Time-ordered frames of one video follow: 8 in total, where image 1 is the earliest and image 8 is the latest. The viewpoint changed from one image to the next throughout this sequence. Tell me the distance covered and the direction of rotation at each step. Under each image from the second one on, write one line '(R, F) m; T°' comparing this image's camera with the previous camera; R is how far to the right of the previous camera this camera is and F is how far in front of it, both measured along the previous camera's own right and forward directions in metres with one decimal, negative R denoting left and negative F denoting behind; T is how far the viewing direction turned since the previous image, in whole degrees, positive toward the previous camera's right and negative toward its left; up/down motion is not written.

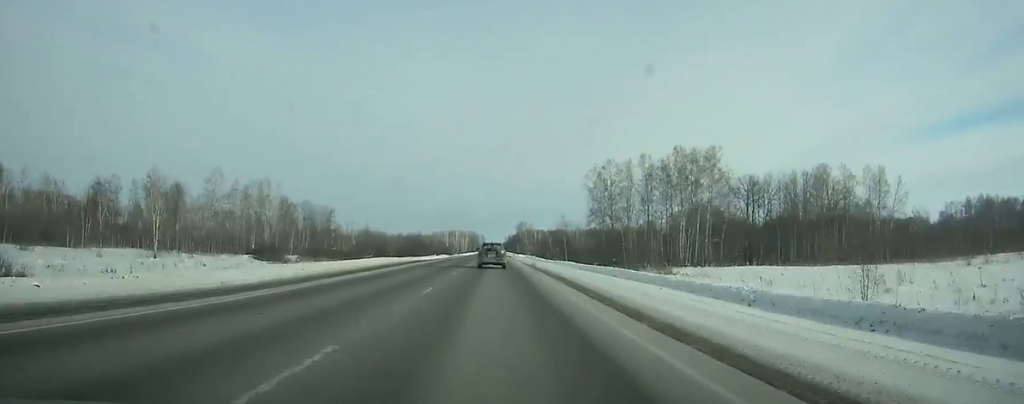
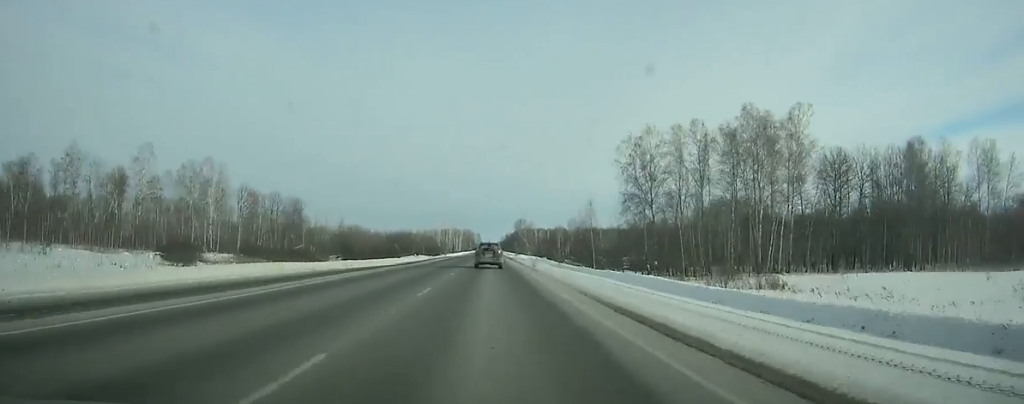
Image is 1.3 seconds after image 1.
(-0.1, +36.5) m; 0°
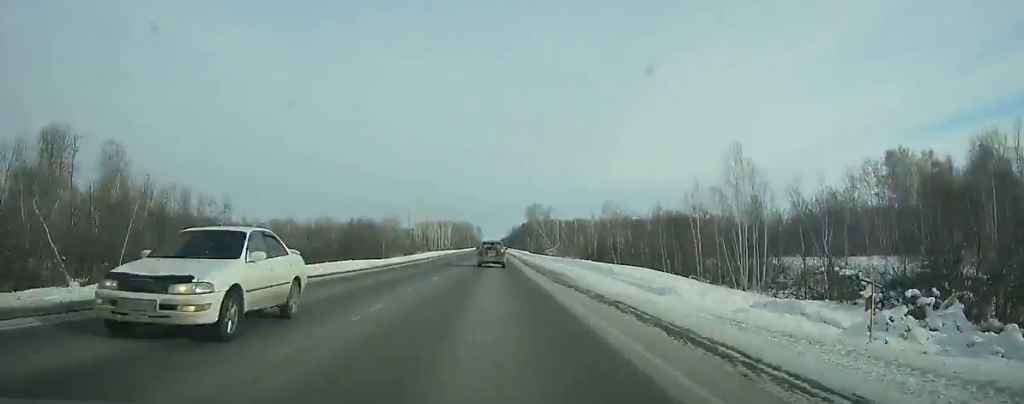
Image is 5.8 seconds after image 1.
(+0.1, +126.8) m; 0°
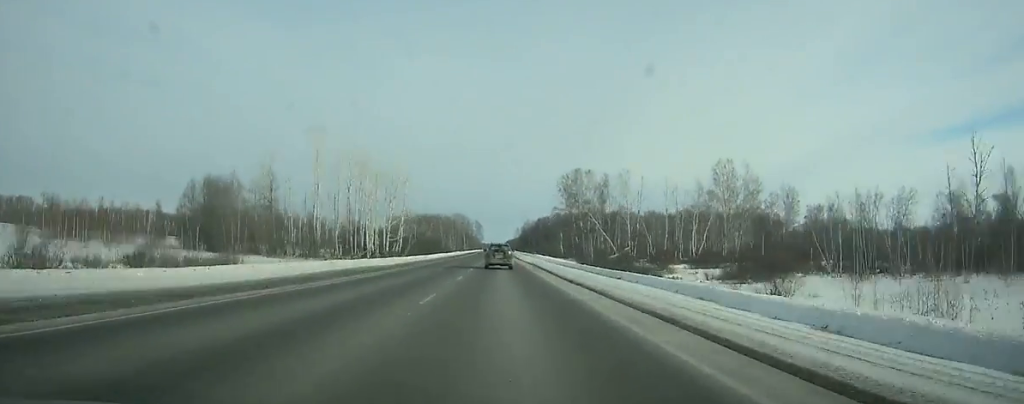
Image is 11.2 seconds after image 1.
(-0.5, +153.4) m; 0°
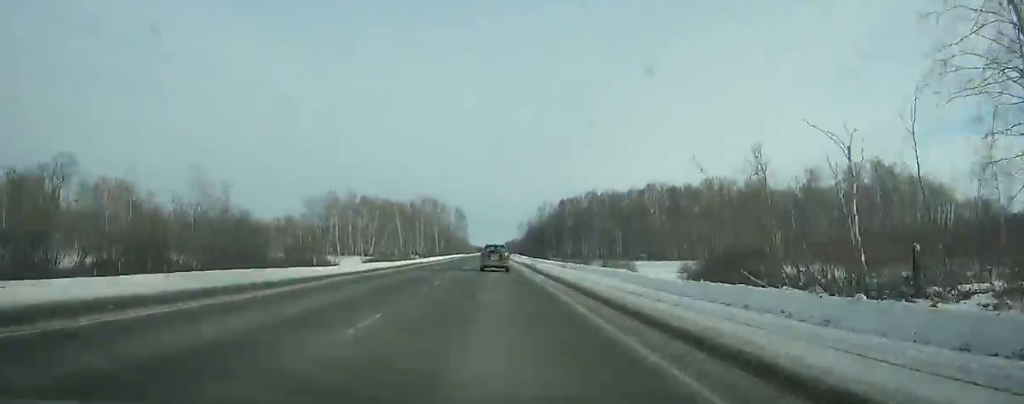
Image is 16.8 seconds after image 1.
(+0.3, +160.5) m; 0°
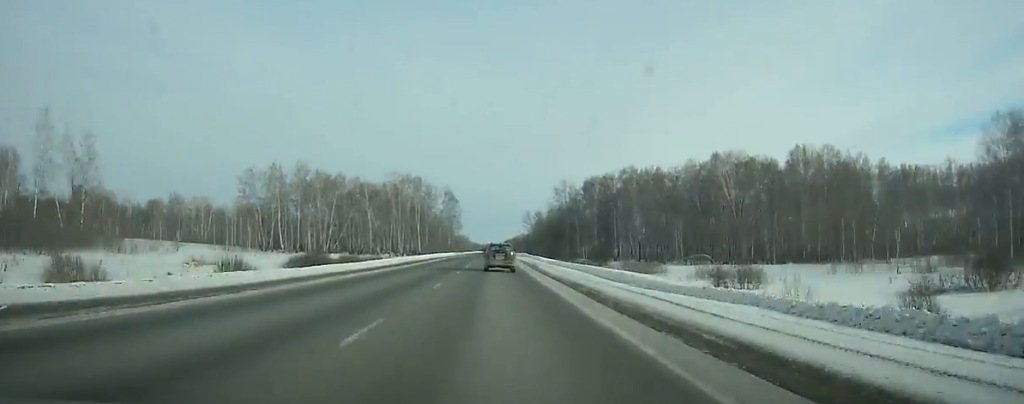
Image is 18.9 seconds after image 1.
(-0.1, +59.9) m; 0°
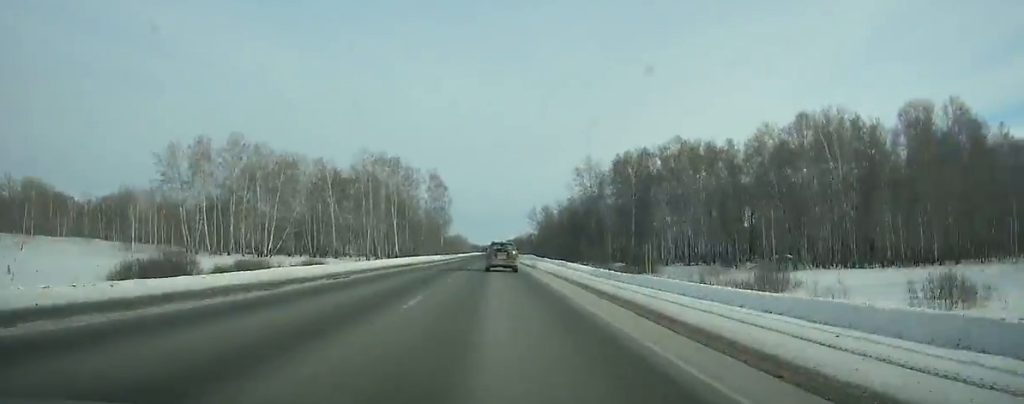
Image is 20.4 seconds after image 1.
(0.0, +42.5) m; 0°
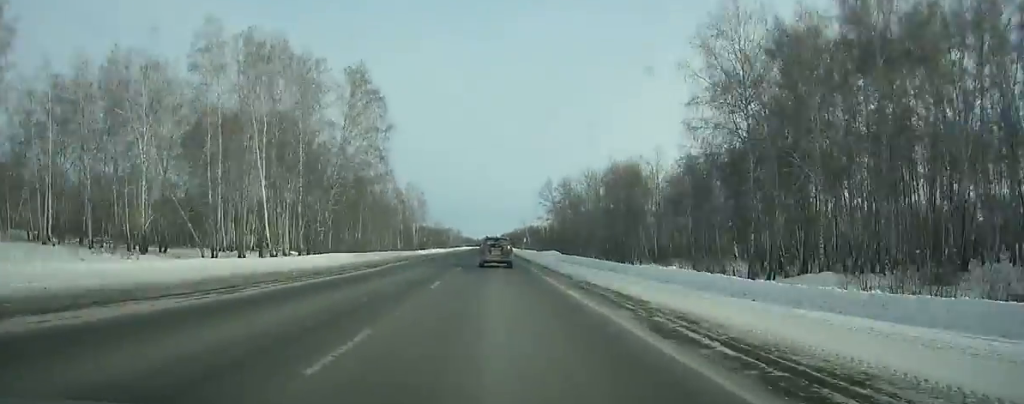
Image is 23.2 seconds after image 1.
(+0.2, +78.4) m; 0°
